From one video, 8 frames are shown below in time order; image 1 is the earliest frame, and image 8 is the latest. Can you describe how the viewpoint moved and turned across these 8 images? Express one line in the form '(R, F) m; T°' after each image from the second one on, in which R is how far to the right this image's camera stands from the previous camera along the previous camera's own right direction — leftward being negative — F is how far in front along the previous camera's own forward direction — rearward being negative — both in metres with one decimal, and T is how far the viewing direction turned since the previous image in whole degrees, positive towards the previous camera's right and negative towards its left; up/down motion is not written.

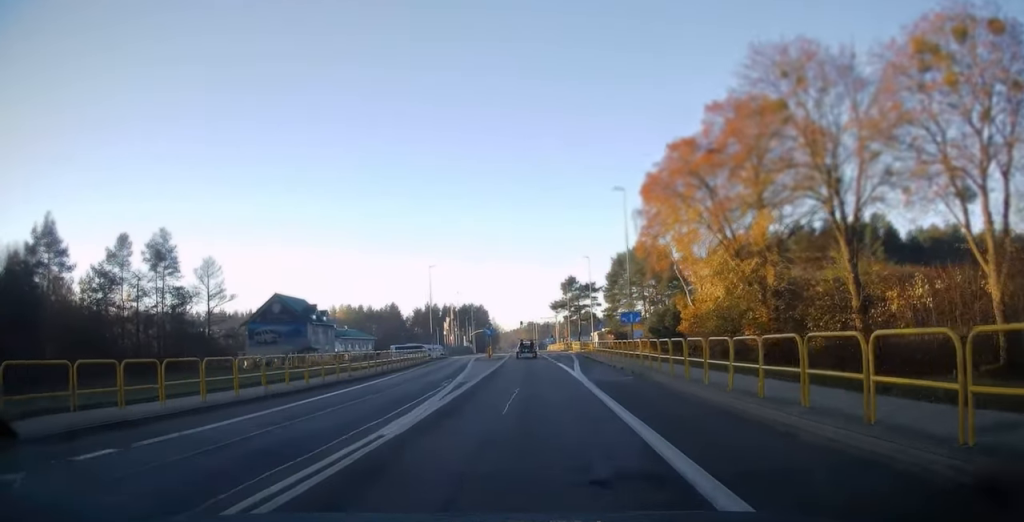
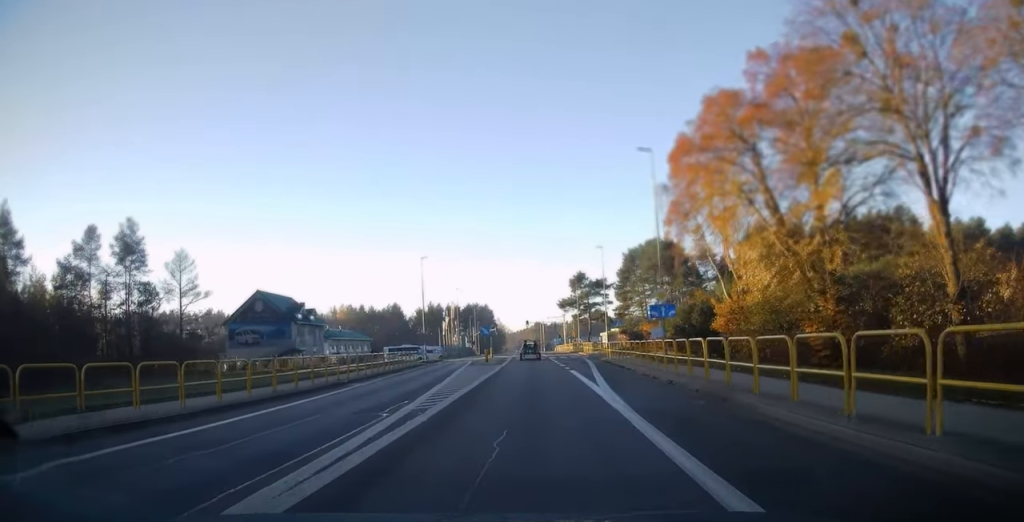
(-0.1, +8.9) m; 0°
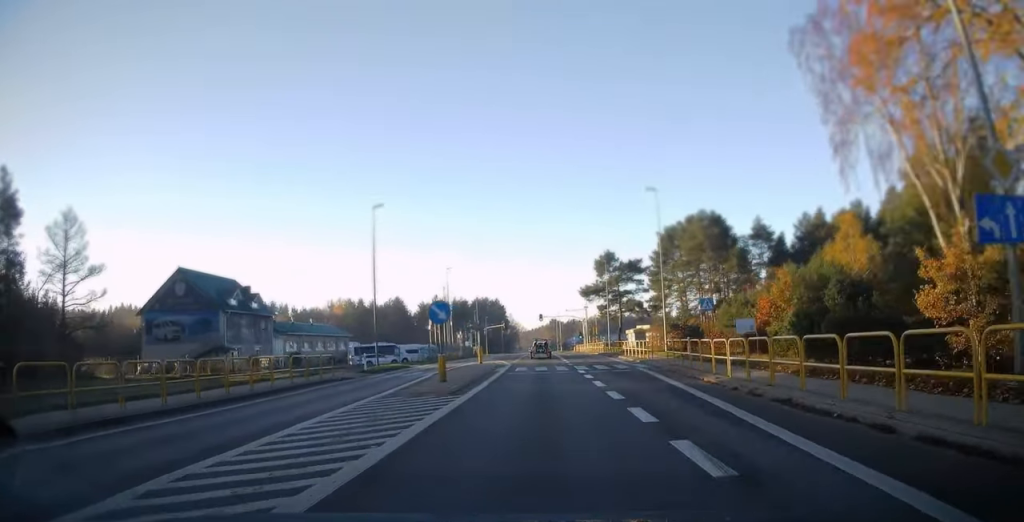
(-0.1, +24.8) m; 0°
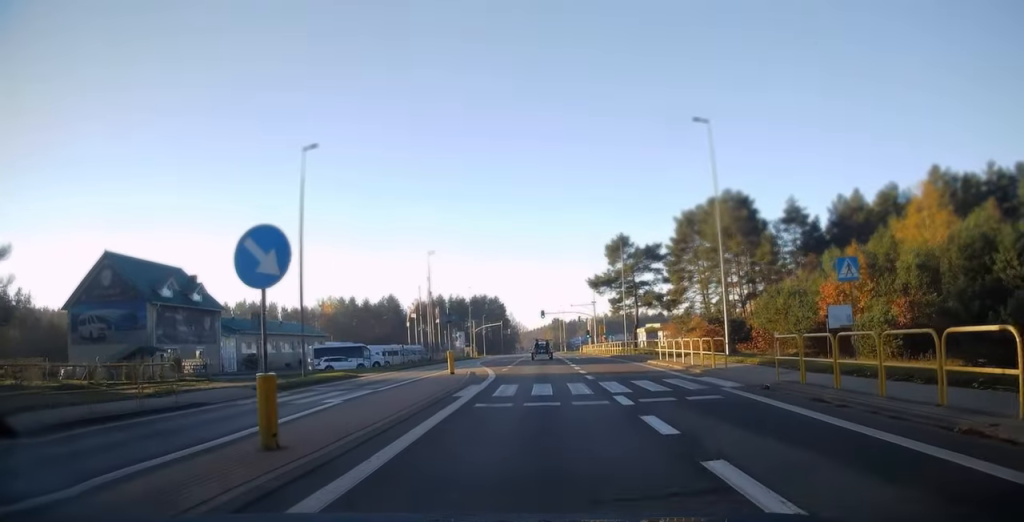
(0.0, +13.5) m; -1°
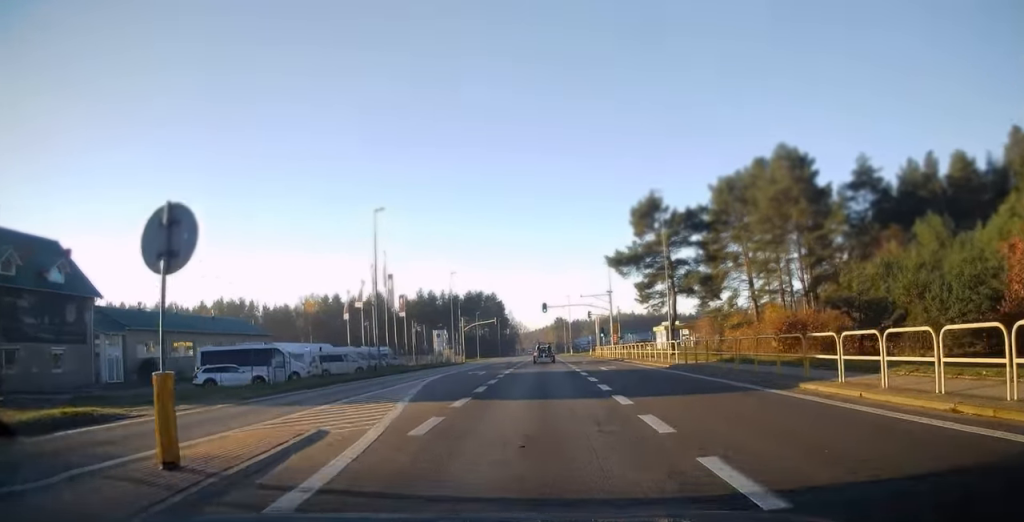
(-0.3, +20.9) m; -1°
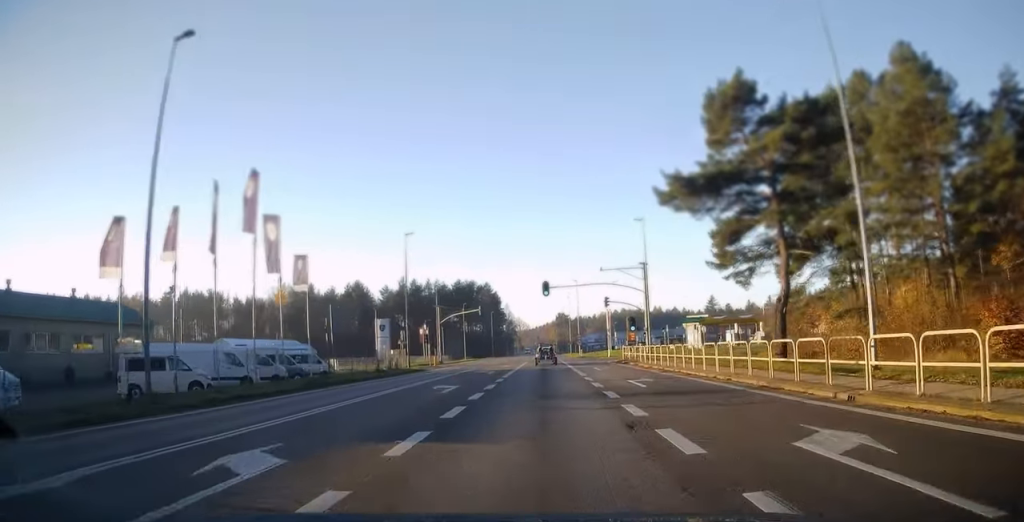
(0.0, +25.8) m; +1°
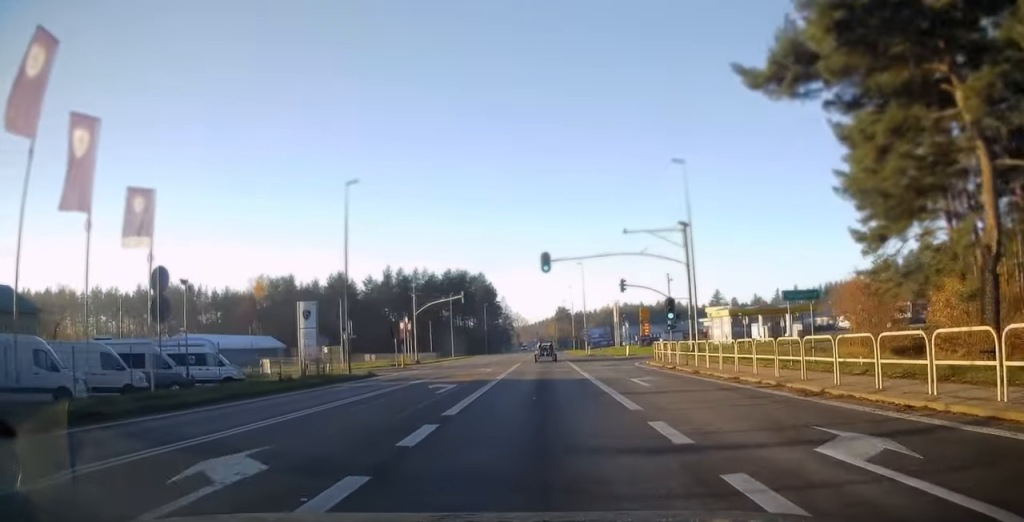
(+0.1, +15.5) m; +1°
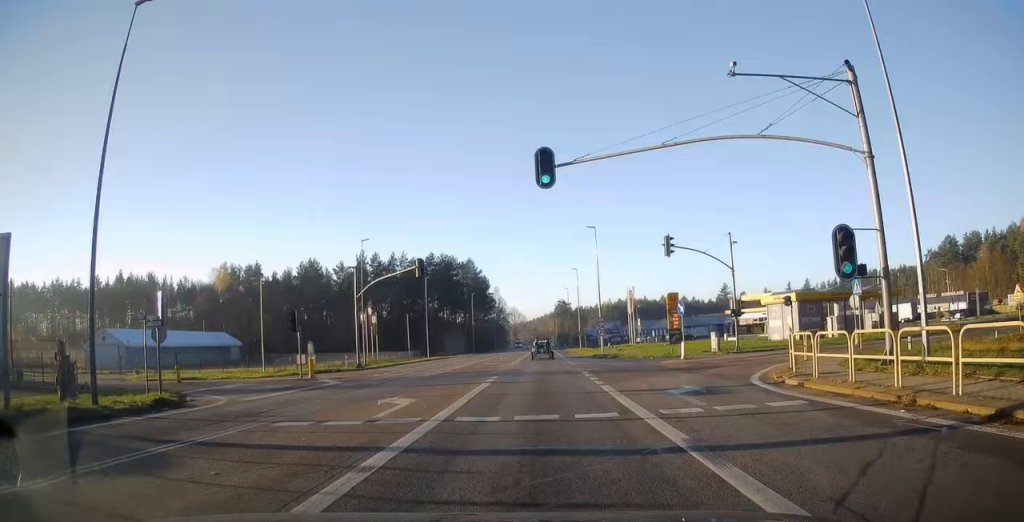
(+0.1, +21.5) m; 0°
